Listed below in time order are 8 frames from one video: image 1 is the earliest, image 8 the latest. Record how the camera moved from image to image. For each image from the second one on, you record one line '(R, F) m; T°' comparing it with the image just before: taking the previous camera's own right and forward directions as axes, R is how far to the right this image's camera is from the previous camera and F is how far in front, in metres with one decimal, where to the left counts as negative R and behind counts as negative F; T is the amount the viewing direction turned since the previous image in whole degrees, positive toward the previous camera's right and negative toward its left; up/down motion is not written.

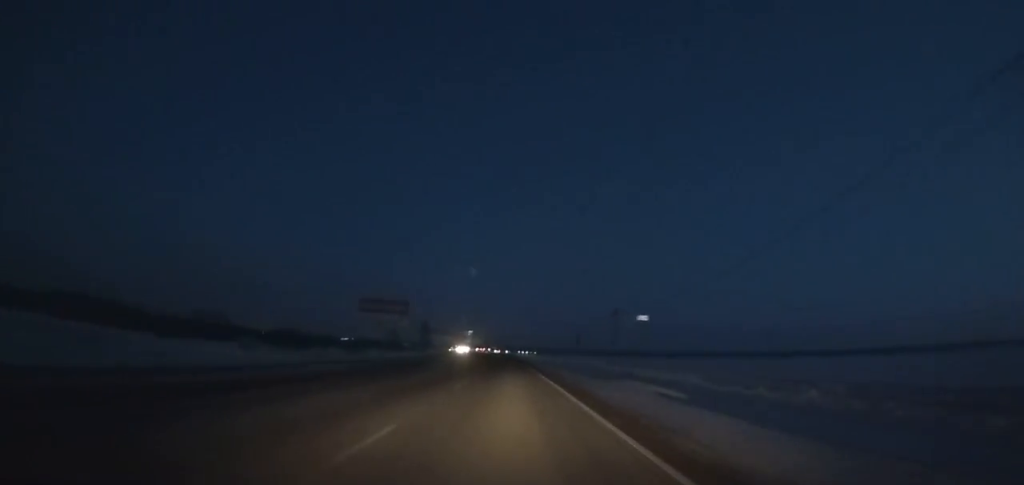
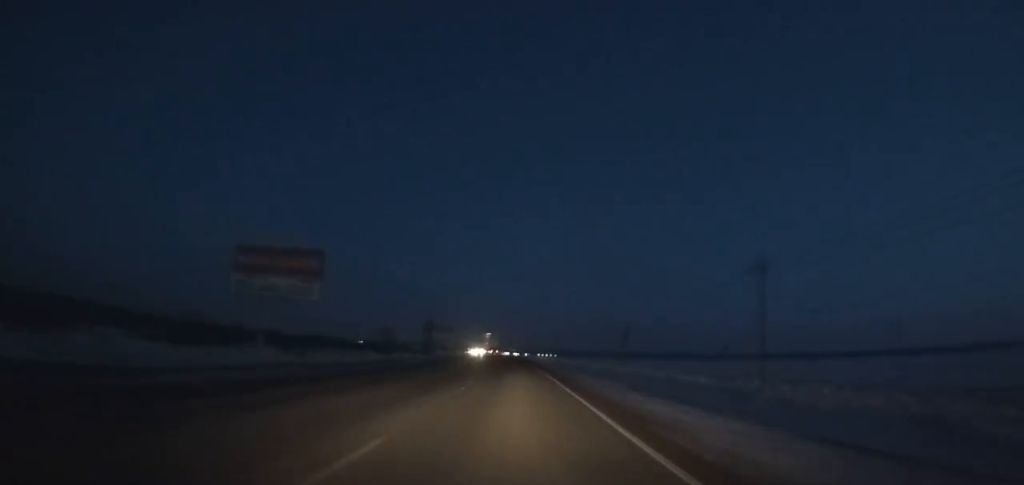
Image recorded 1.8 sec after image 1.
(-0.3, +37.0) m; -1°
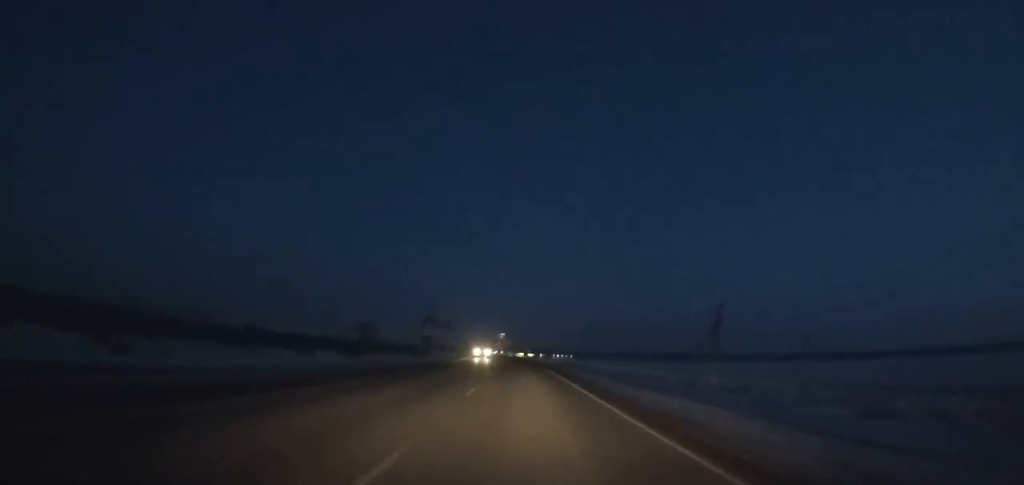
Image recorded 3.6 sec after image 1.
(-0.3, +37.0) m; -1°
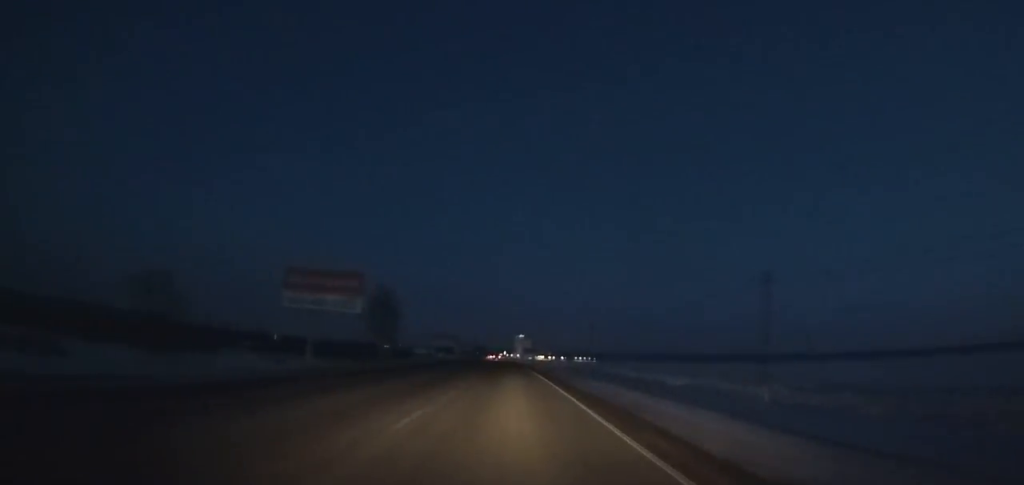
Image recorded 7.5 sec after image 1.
(-1.6, +79.8) m; -2°
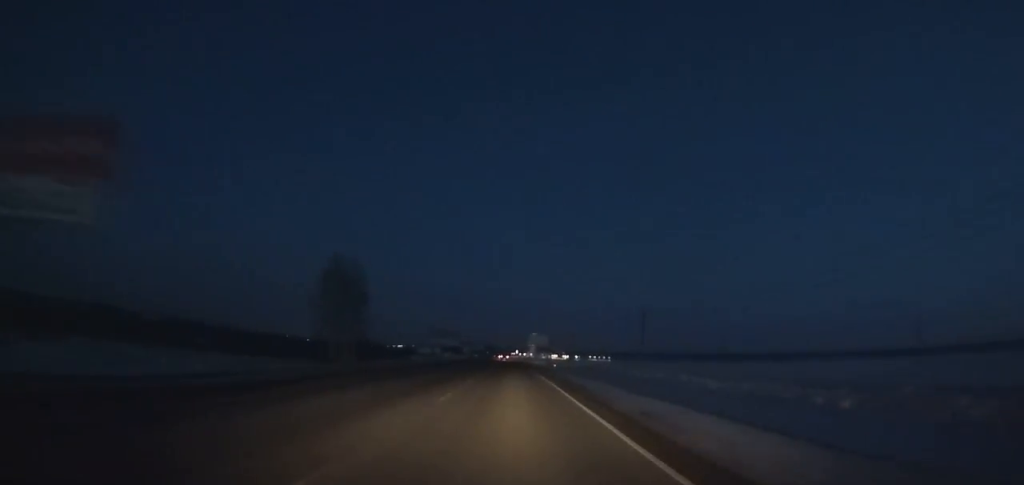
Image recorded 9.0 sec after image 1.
(-0.4, +30.7) m; -1°
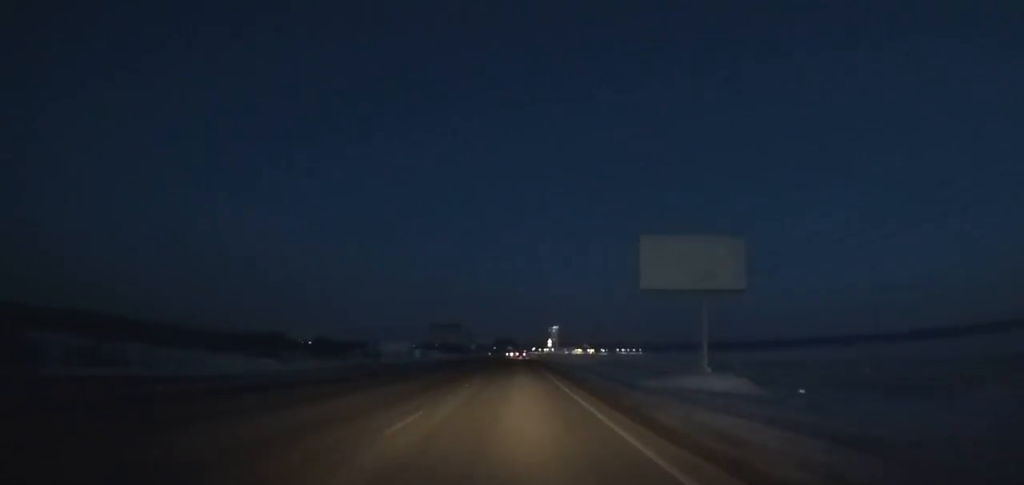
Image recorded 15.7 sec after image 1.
(-2.4, +135.4) m; -1°
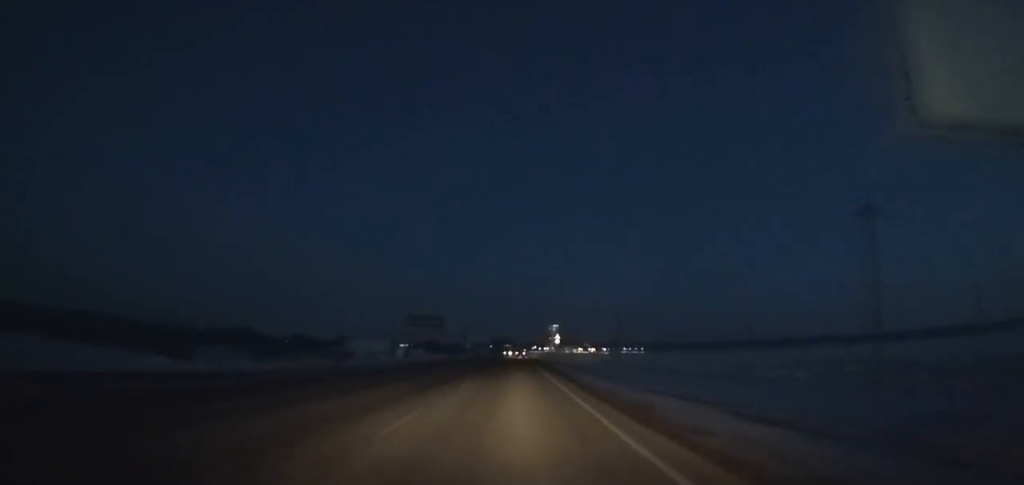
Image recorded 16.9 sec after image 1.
(+0.1, +23.6) m; 0°
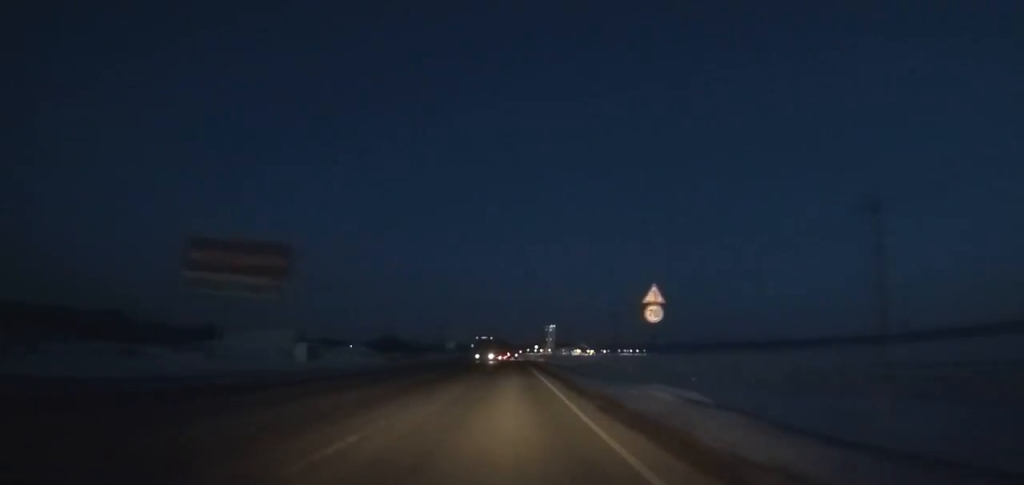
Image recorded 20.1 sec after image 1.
(+0.4, +61.6) m; 0°
